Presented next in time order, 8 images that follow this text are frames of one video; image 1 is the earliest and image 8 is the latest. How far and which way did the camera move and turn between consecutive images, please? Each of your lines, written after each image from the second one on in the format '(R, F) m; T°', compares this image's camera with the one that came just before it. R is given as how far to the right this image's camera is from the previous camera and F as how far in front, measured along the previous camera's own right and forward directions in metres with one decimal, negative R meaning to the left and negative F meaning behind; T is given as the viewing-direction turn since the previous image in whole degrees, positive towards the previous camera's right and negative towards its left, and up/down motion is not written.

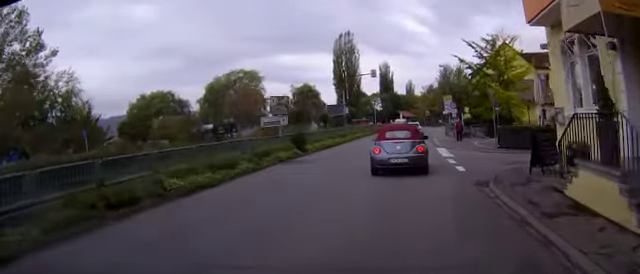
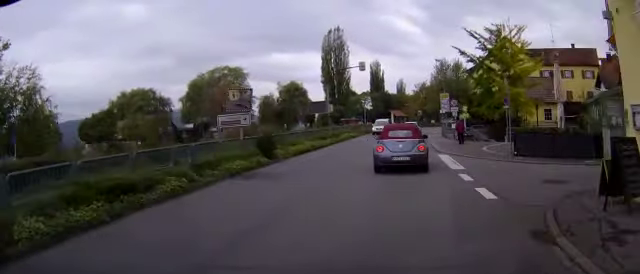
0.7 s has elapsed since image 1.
(0.0, +5.2) m; +1°
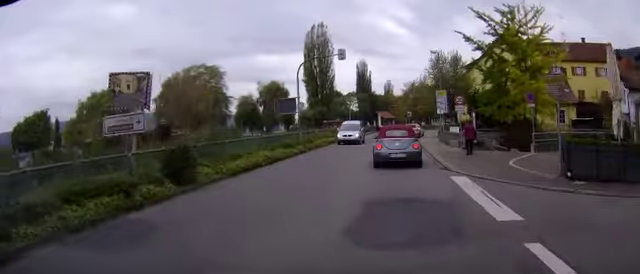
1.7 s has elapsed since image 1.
(+0.1, +7.9) m; +1°
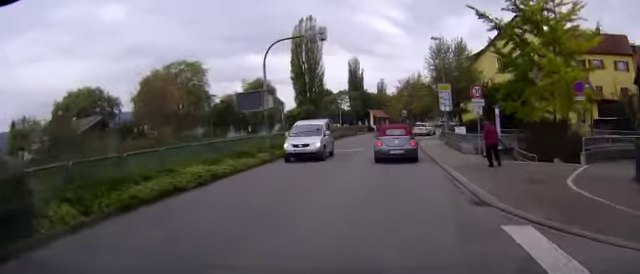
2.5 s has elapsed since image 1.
(+0.1, +6.8) m; +1°
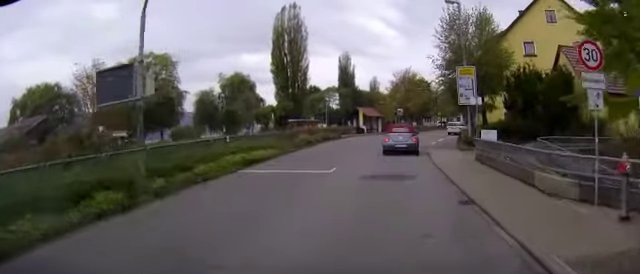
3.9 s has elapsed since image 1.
(+0.1, +12.0) m; +1°
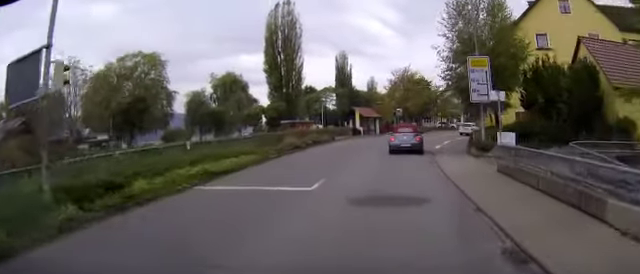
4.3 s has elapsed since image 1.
(0.0, +3.9) m; +1°
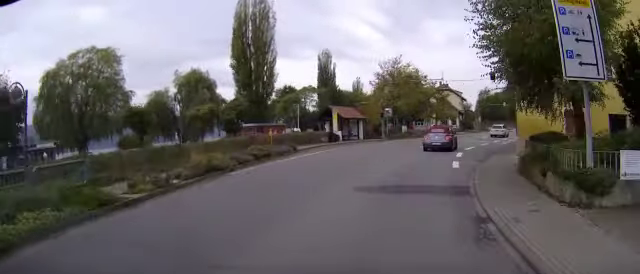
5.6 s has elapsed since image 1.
(+0.5, +12.1) m; +5°
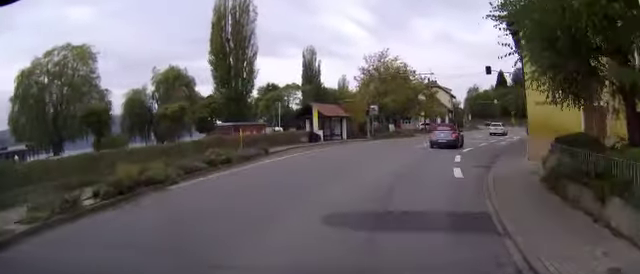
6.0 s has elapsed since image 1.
(+0.1, +3.8) m; +1°
